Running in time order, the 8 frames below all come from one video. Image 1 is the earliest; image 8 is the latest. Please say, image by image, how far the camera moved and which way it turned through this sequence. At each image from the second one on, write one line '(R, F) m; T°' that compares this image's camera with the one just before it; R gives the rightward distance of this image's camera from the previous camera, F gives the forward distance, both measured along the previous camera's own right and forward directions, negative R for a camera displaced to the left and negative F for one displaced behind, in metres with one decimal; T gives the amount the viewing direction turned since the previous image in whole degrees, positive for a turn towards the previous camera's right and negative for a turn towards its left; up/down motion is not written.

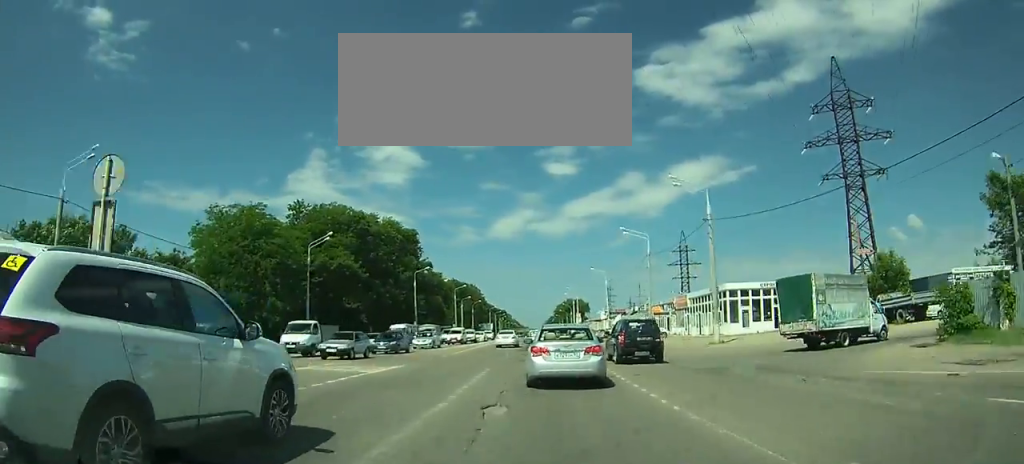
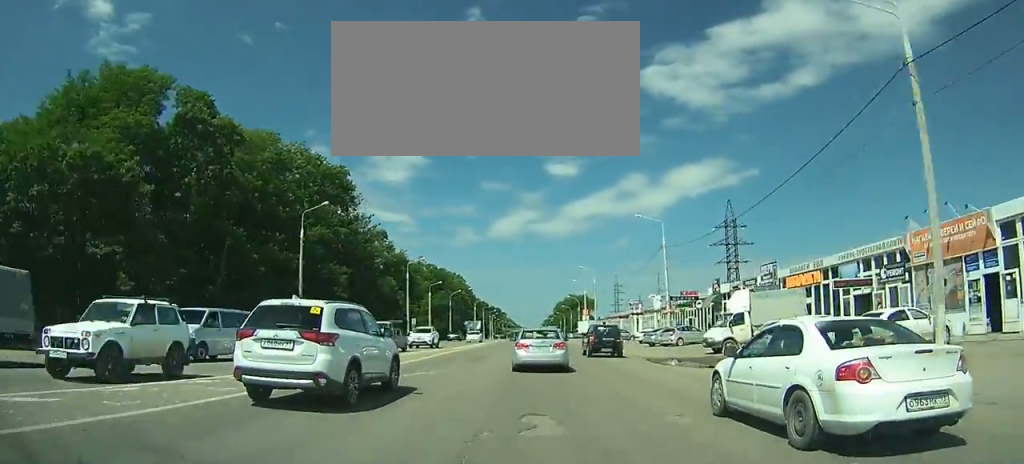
(0.0, +49.7) m; 0°
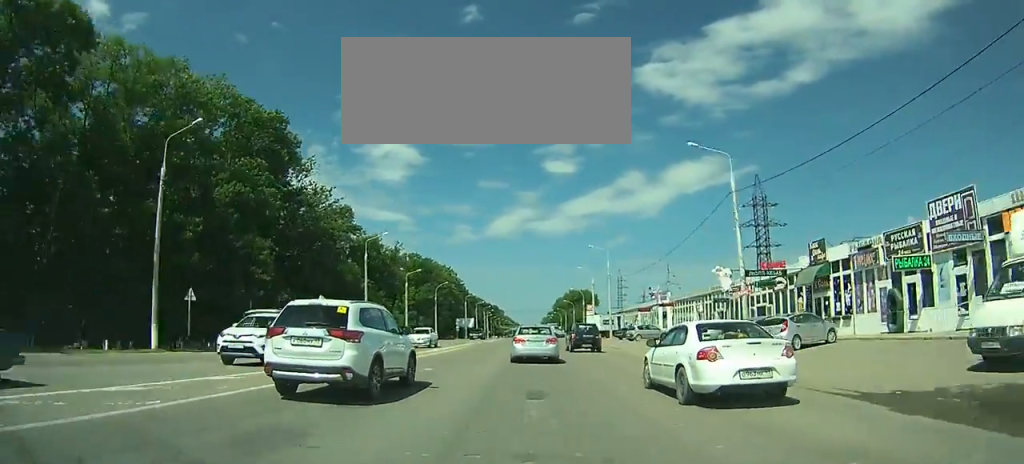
(0.0, +20.7) m; 0°
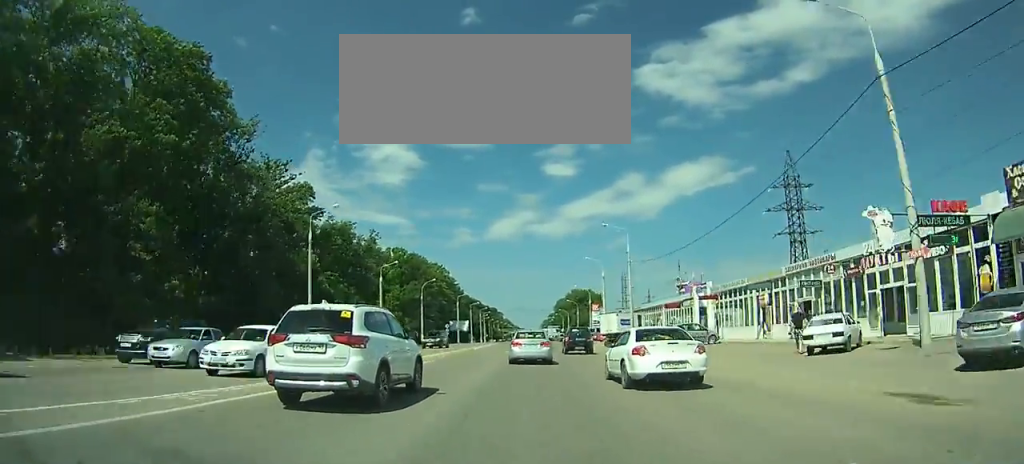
(+0.1, +17.0) m; 0°
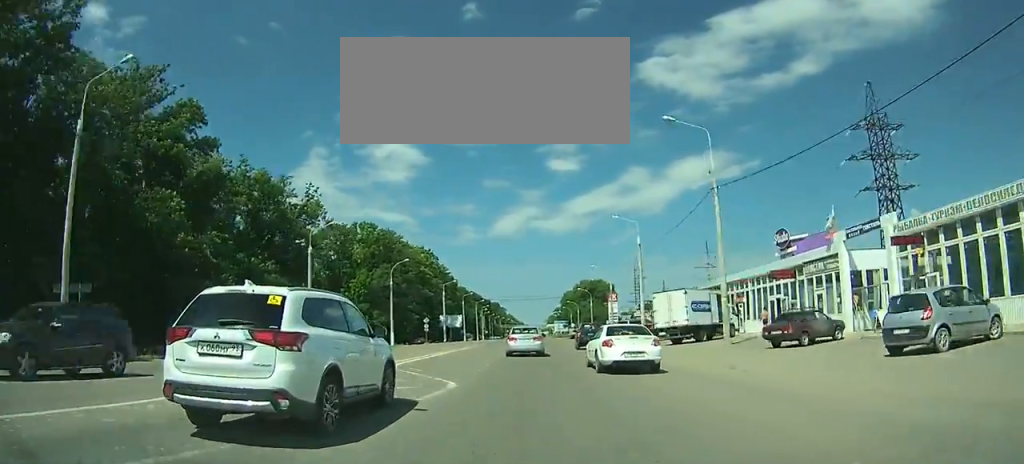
(-0.2, +29.0) m; 0°
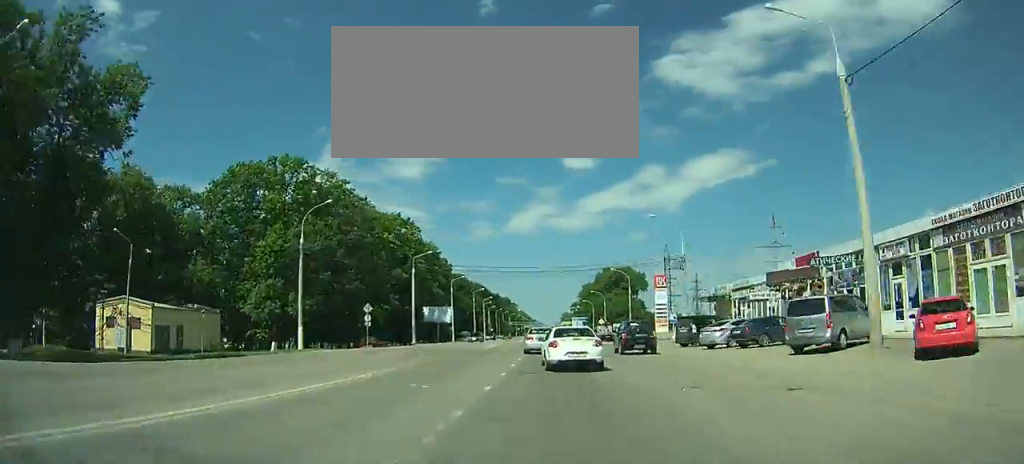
(-0.1, +39.8) m; 0°
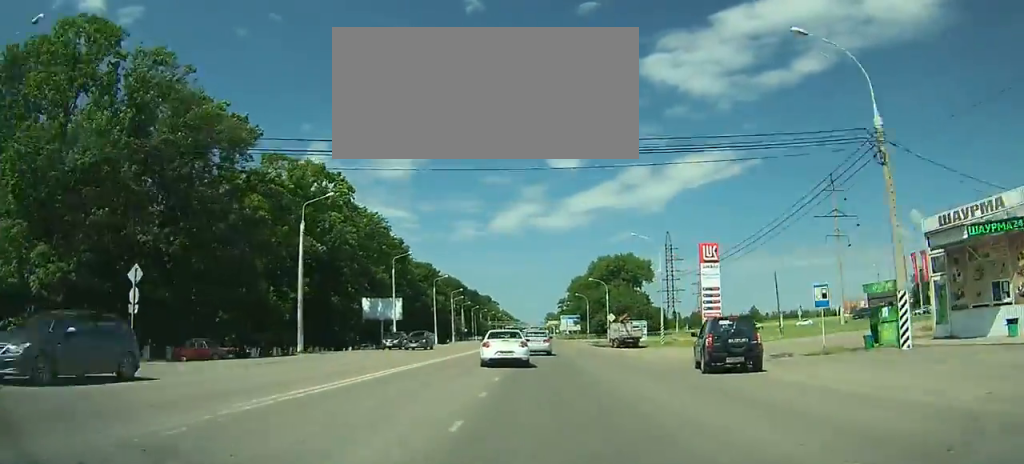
(+0.1, +33.8) m; 0°
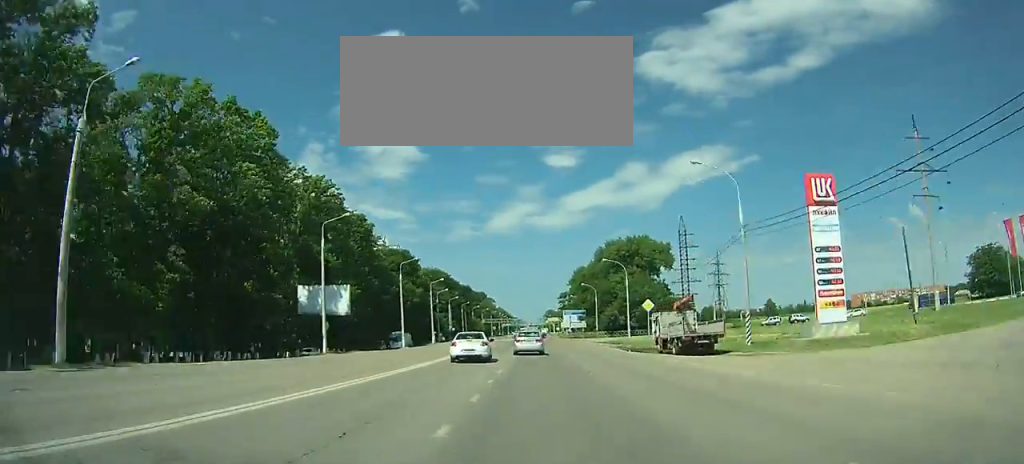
(+0.1, +23.4) m; 0°
